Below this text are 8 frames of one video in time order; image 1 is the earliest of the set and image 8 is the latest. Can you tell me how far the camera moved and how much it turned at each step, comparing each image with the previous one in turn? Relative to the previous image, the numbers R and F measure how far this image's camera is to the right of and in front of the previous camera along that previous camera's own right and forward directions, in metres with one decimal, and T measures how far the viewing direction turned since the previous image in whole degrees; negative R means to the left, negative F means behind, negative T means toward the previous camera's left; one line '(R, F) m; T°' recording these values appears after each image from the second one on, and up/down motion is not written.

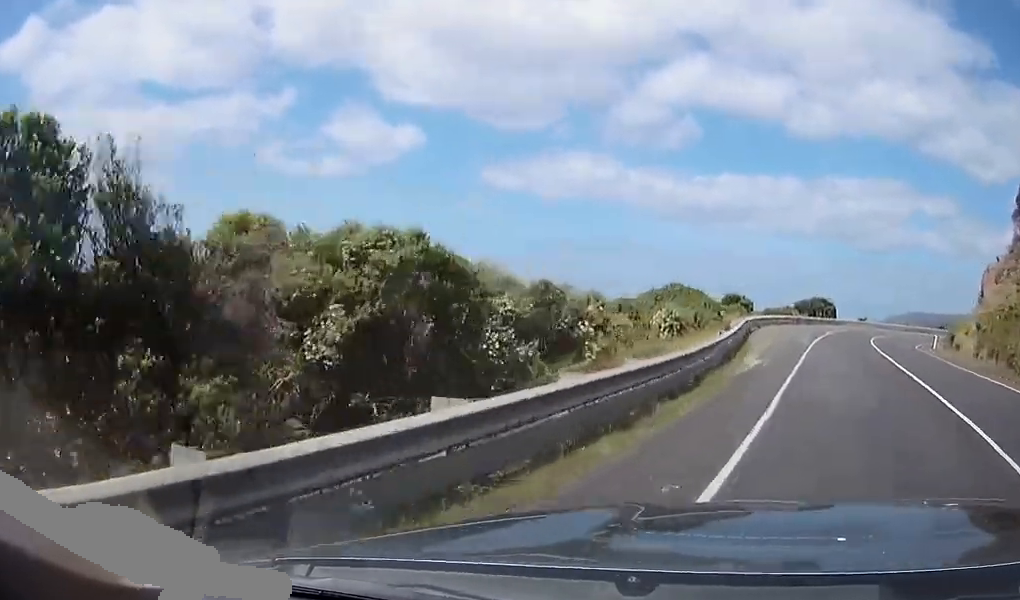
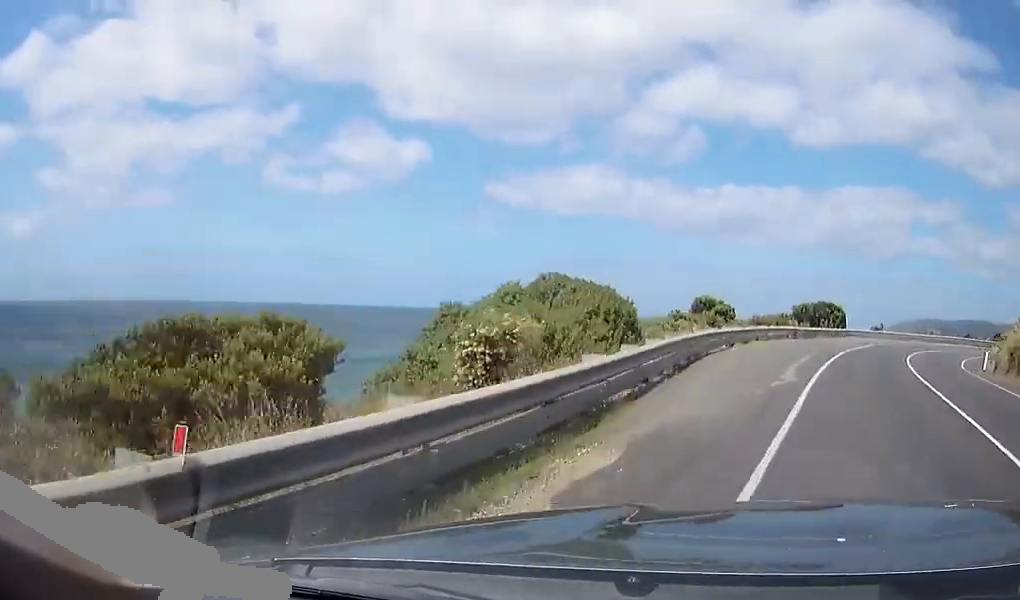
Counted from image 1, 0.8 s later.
(+0.2, +14.7) m; +5°
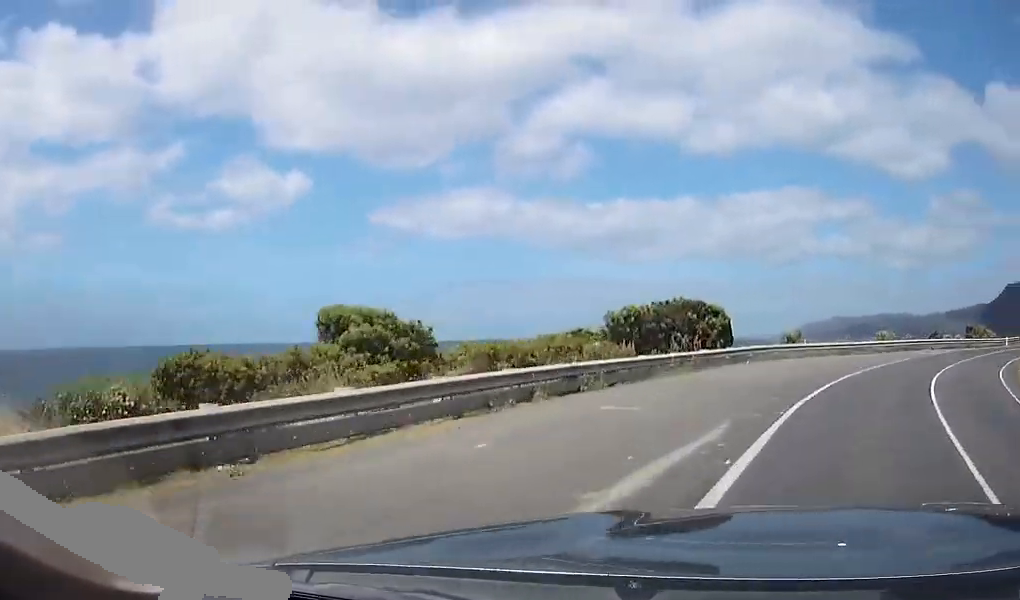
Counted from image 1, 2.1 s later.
(+3.0, +24.7) m; +14°
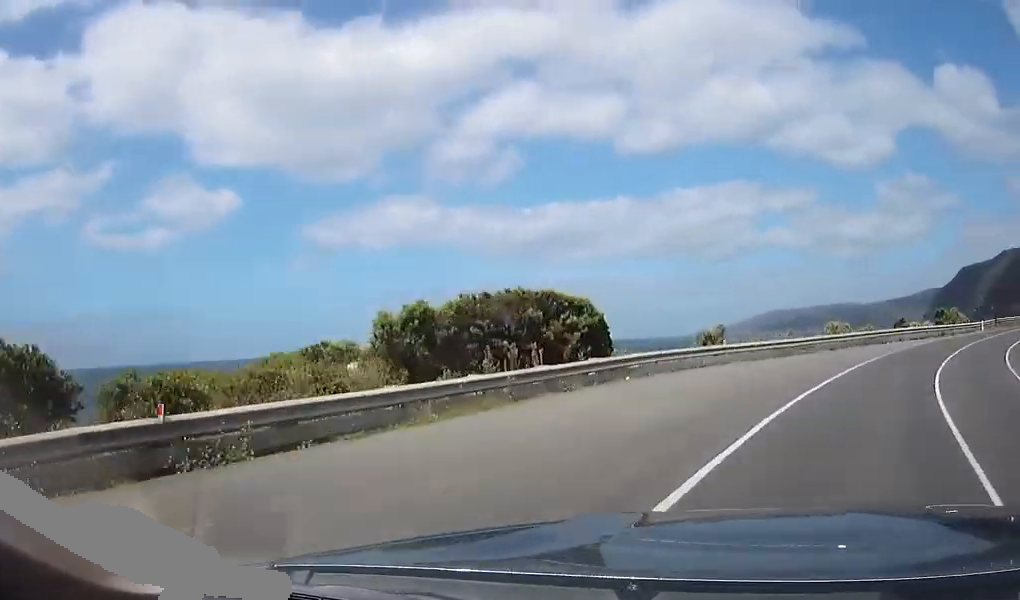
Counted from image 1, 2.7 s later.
(+0.2, +9.5) m; +6°
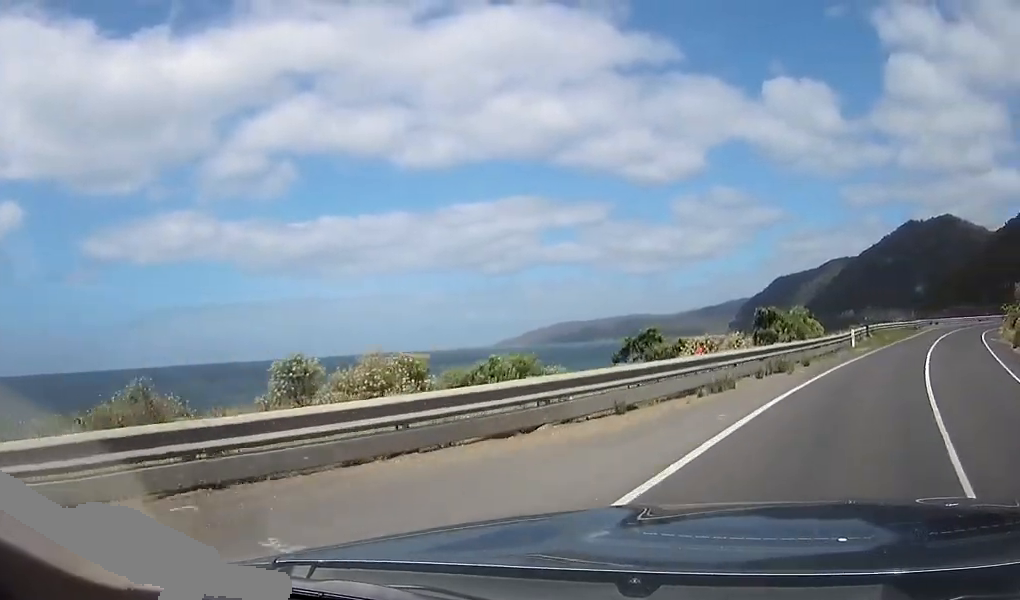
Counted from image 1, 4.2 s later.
(+4.2, +27.4) m; +15°
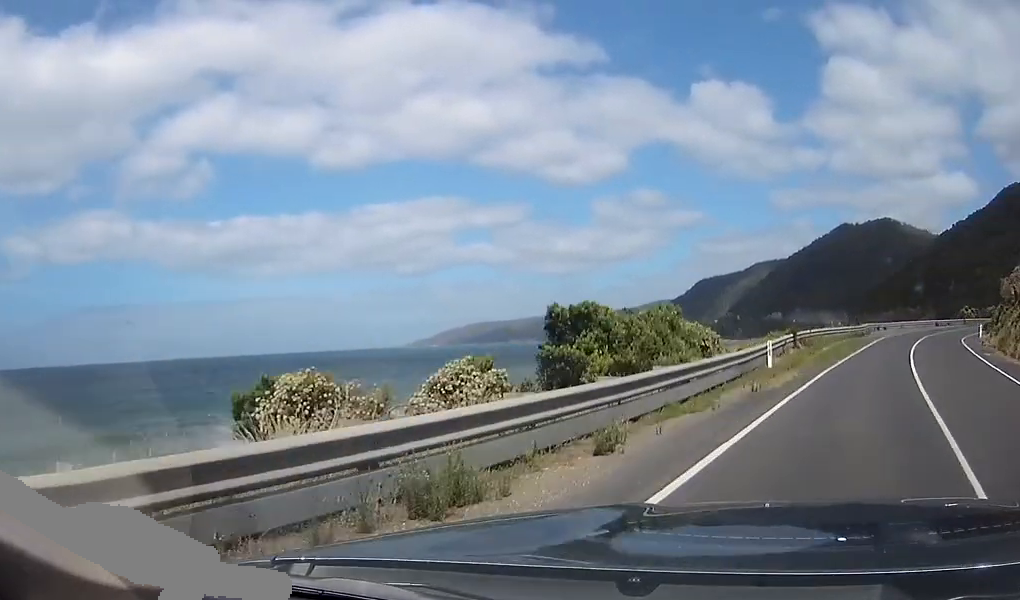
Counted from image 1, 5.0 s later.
(+0.8, +13.9) m; +5°
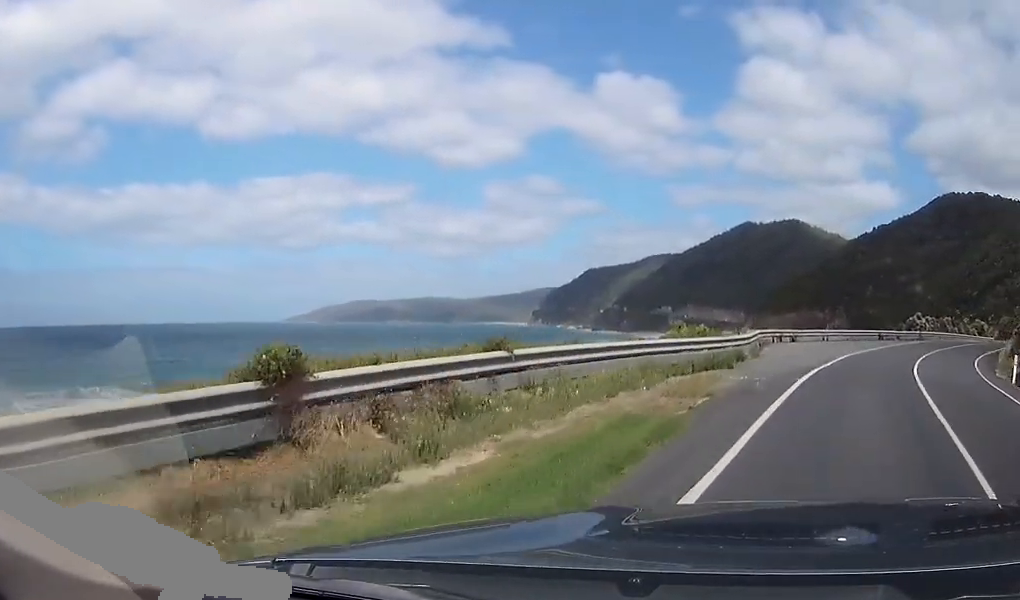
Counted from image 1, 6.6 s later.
(+2.2, +28.3) m; +12°
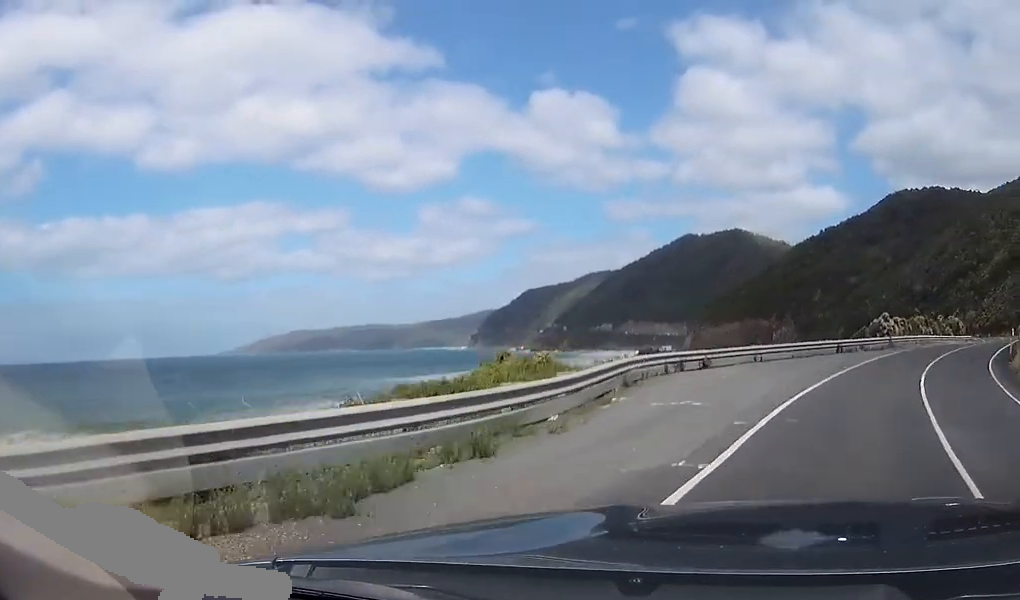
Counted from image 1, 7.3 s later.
(+1.0, +12.5) m; +7°
